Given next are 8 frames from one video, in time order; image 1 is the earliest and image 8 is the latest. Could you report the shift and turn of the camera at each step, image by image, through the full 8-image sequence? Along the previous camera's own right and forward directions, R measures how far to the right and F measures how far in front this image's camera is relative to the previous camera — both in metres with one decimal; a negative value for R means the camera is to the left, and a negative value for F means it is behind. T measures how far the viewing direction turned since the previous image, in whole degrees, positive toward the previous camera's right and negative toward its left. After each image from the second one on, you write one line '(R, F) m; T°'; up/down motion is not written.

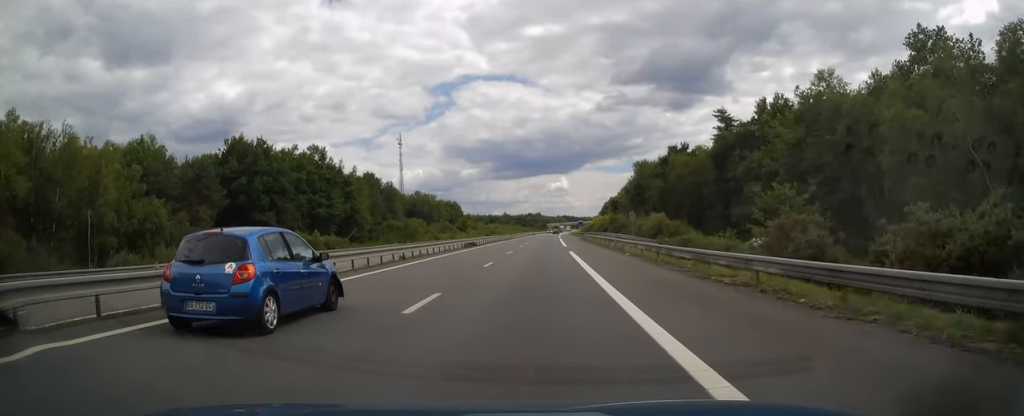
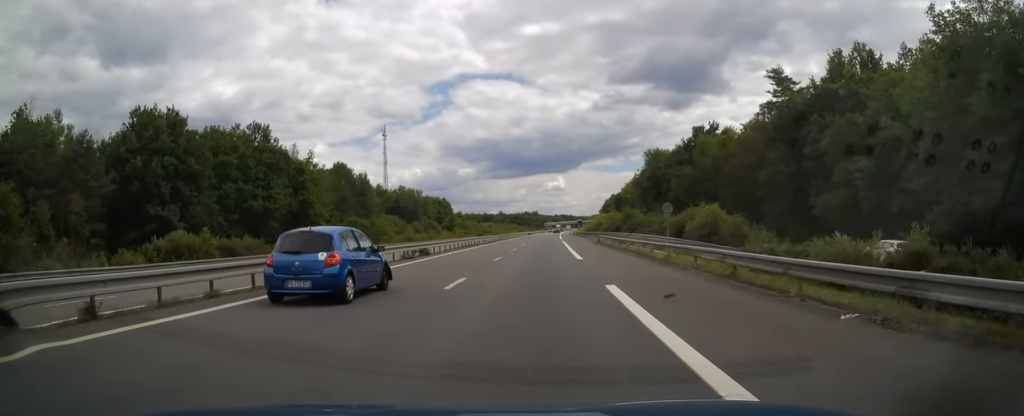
(+0.1, +22.1) m; 0°
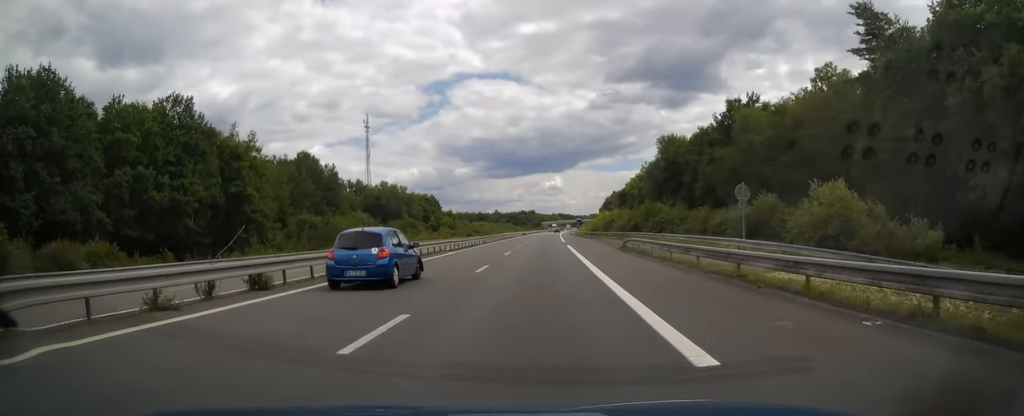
(0.0, +20.1) m; 0°
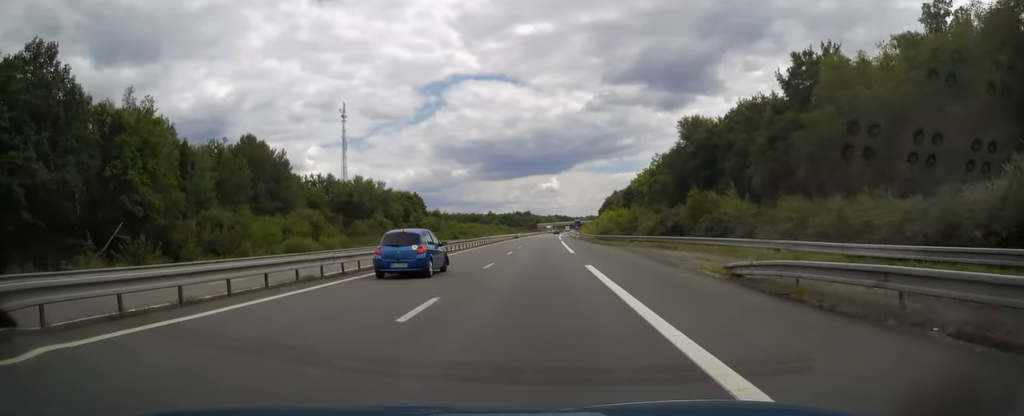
(0.0, +23.1) m; 0°
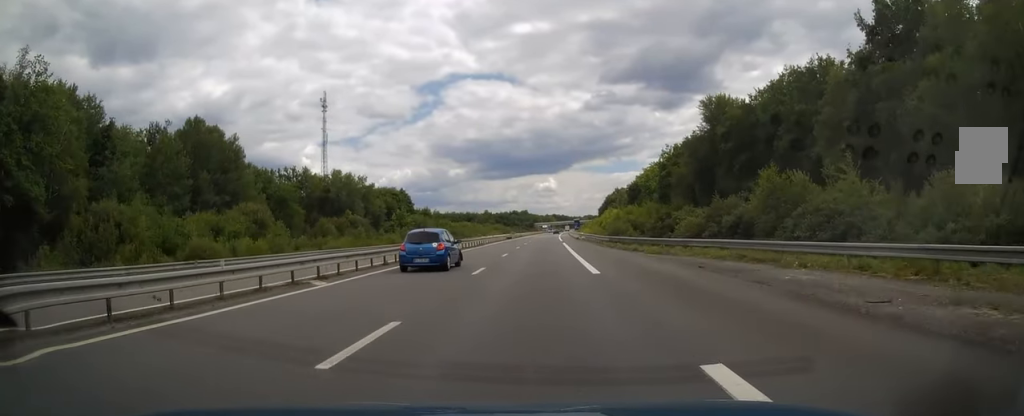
(+0.1, +16.2) m; 0°
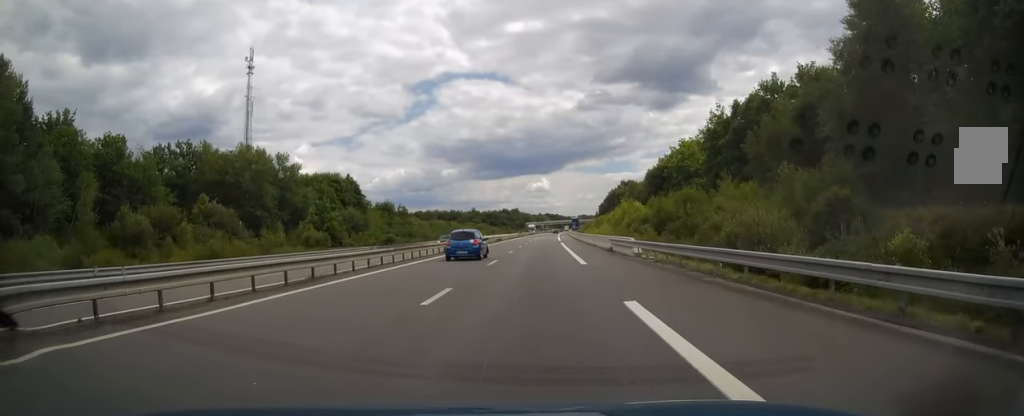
(+0.2, +46.2) m; 0°
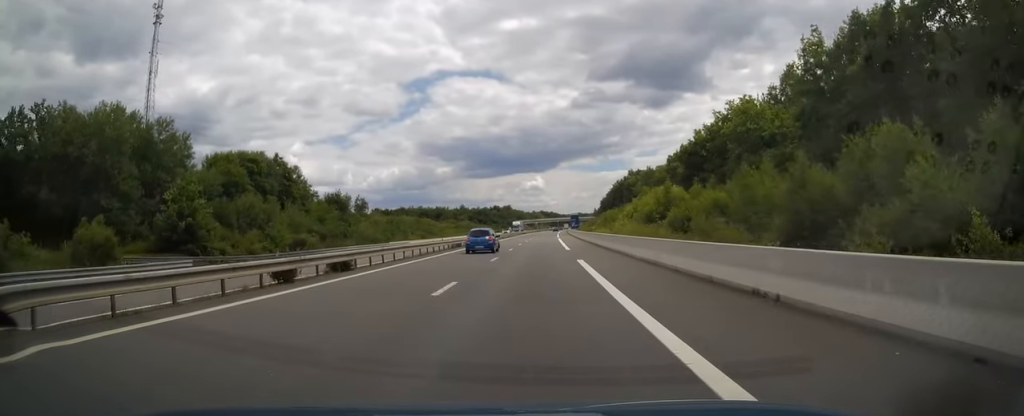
(+0.2, +37.4) m; +1°
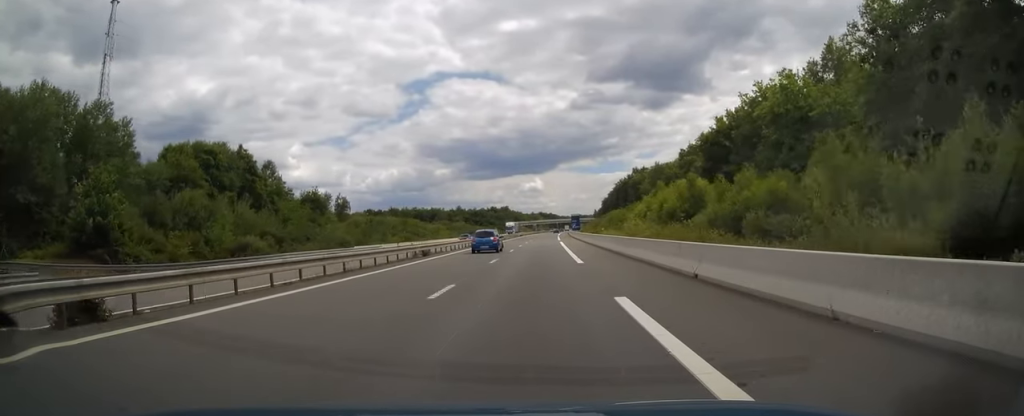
(0.0, +13.3) m; 0°
